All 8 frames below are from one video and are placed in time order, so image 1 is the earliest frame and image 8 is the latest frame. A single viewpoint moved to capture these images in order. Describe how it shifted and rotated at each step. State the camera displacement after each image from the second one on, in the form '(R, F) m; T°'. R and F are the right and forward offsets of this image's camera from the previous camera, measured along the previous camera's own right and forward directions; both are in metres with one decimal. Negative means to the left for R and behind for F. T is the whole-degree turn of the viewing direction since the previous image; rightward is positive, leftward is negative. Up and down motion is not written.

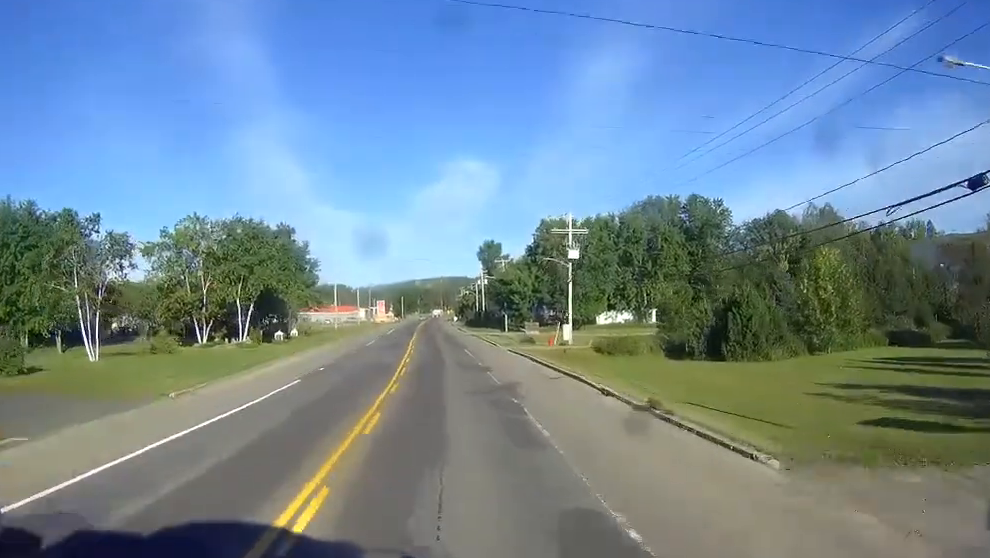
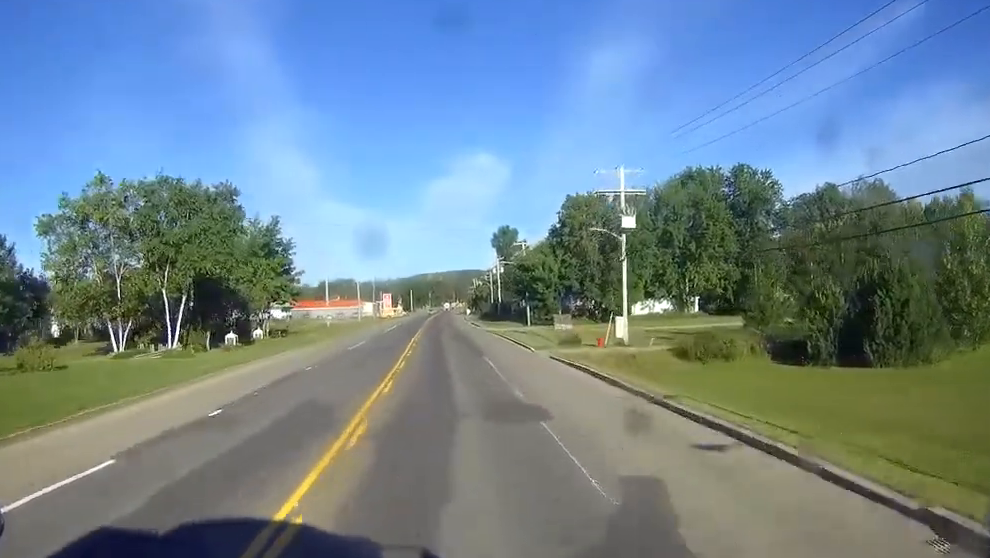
(-0.1, +19.7) m; -1°
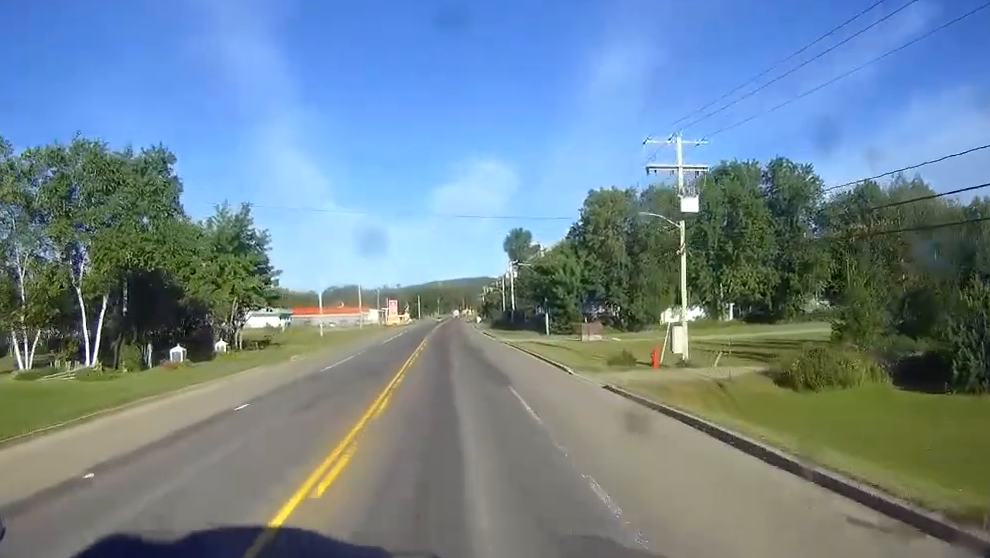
(0.0, +12.5) m; 0°
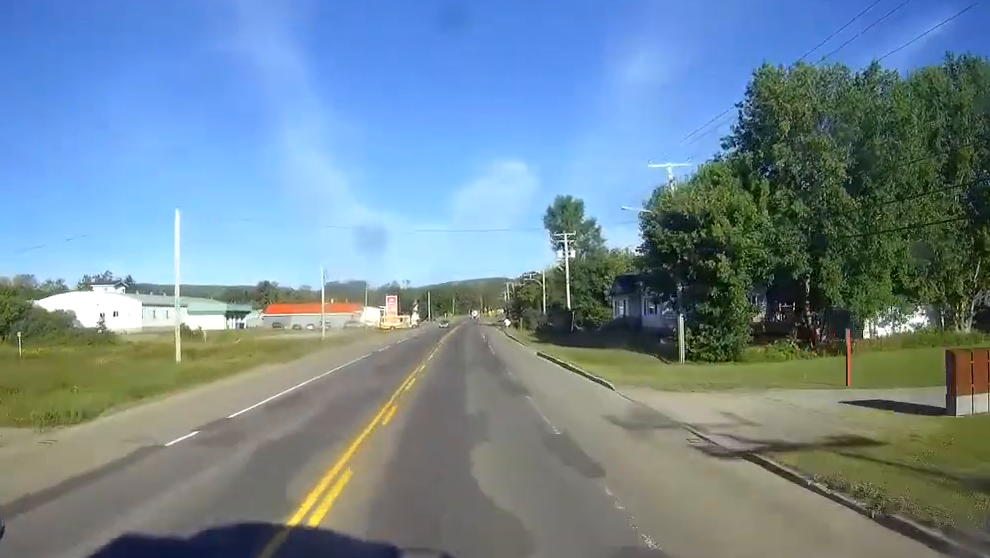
(-1.1, +55.5) m; -1°
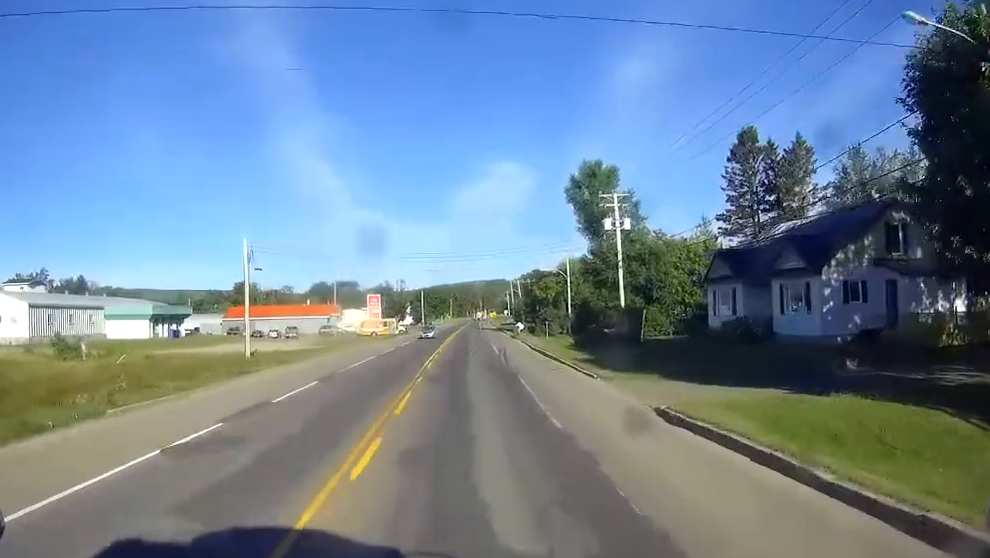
(+0.1, +32.1) m; 0°
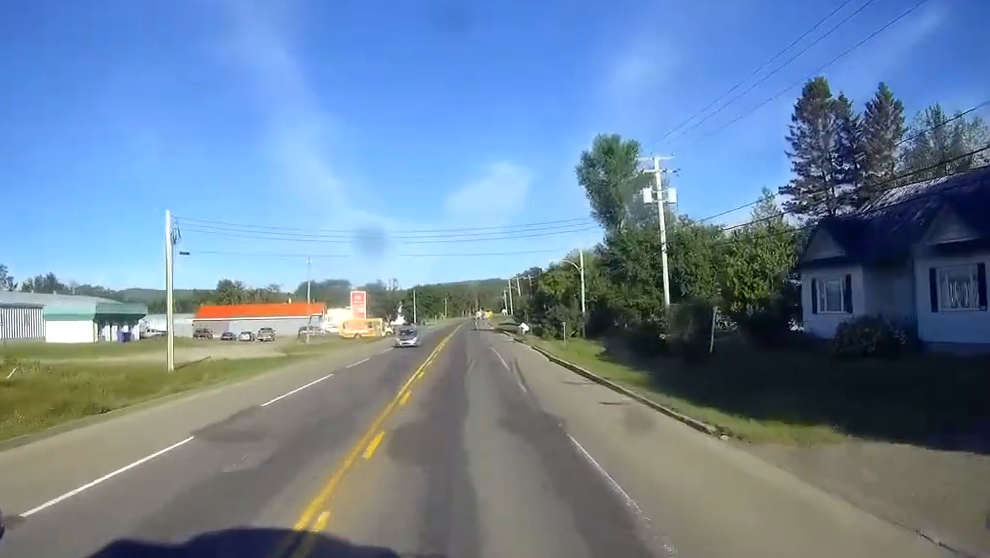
(0.0, +15.1) m; 0°
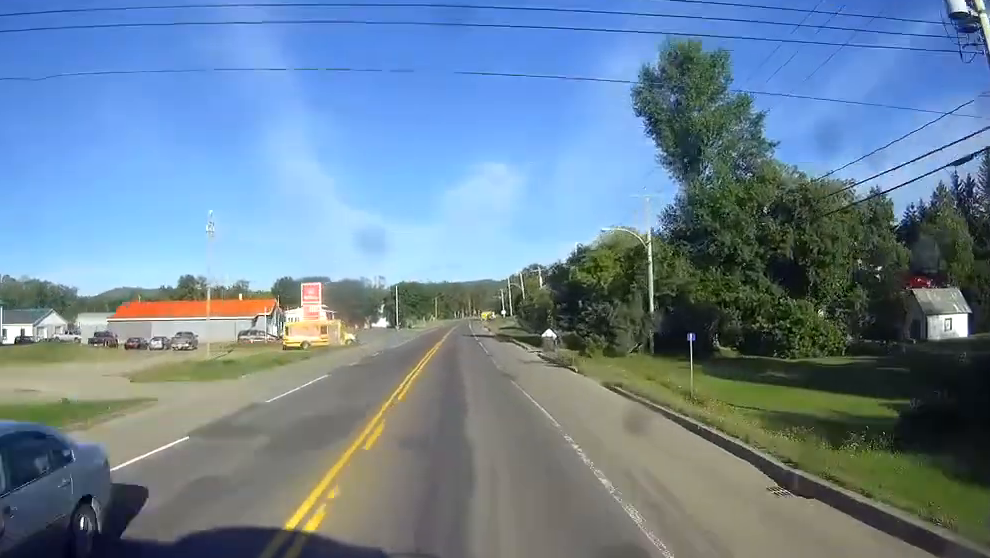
(0.0, +33.6) m; 0°
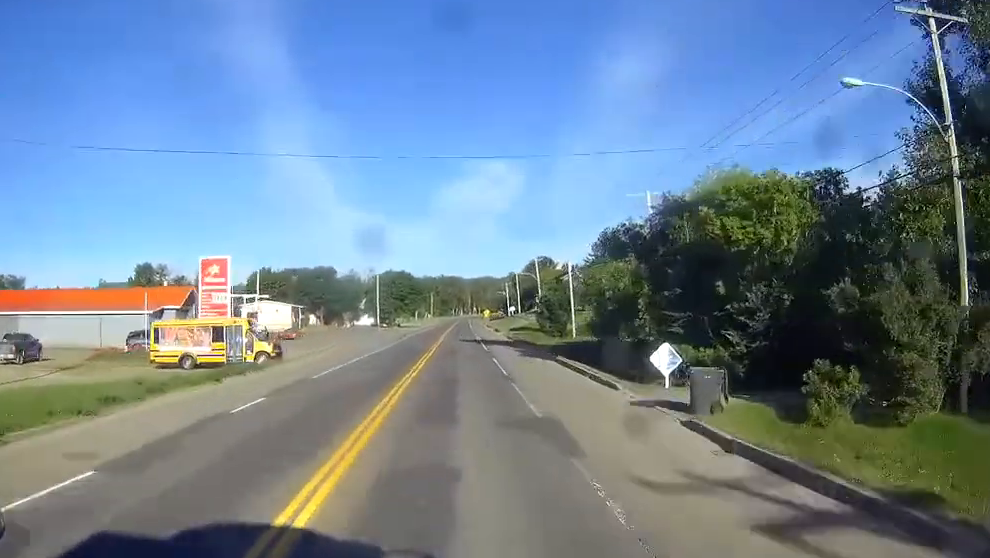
(0.0, +35.2) m; 0°
